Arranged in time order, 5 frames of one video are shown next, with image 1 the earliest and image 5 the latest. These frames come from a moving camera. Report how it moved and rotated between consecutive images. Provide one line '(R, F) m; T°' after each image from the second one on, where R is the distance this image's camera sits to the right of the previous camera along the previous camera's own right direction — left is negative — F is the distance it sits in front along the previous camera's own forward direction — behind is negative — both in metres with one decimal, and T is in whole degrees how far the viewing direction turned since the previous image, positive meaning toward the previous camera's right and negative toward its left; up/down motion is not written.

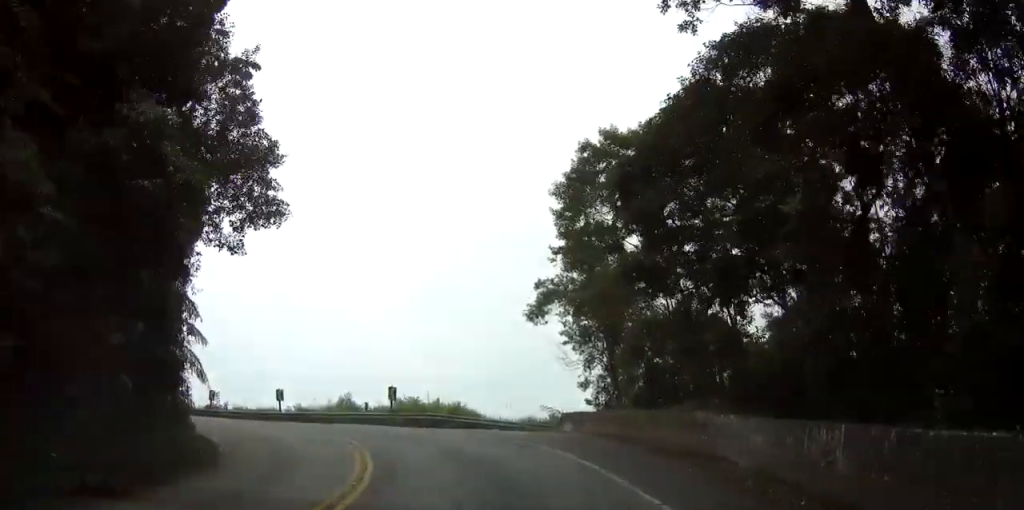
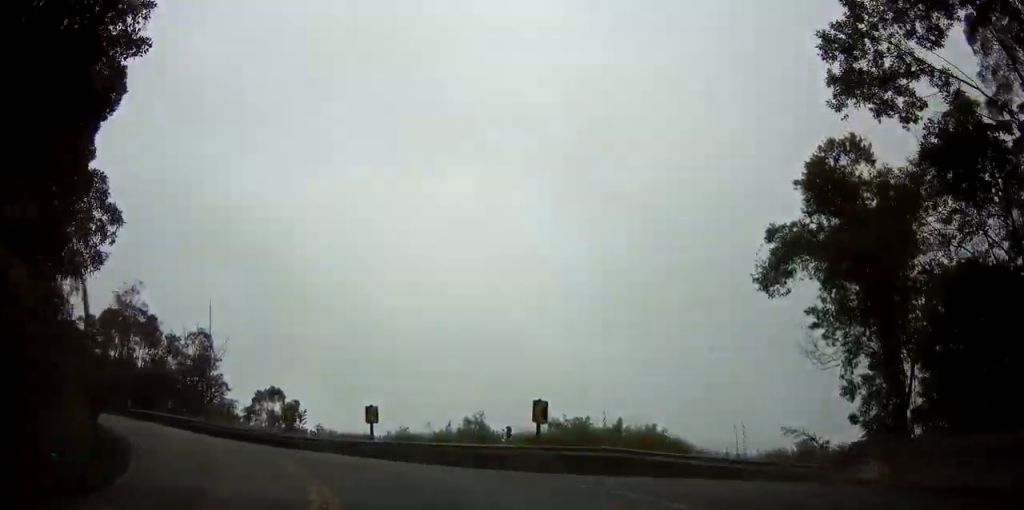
(-1.1, +13.0) m; -13°
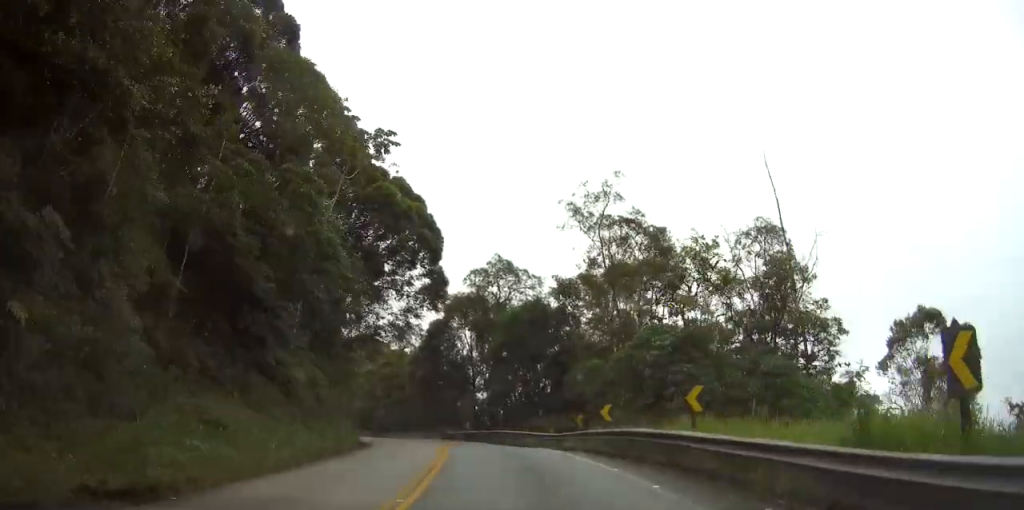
(-12.8, +27.6) m; -40°
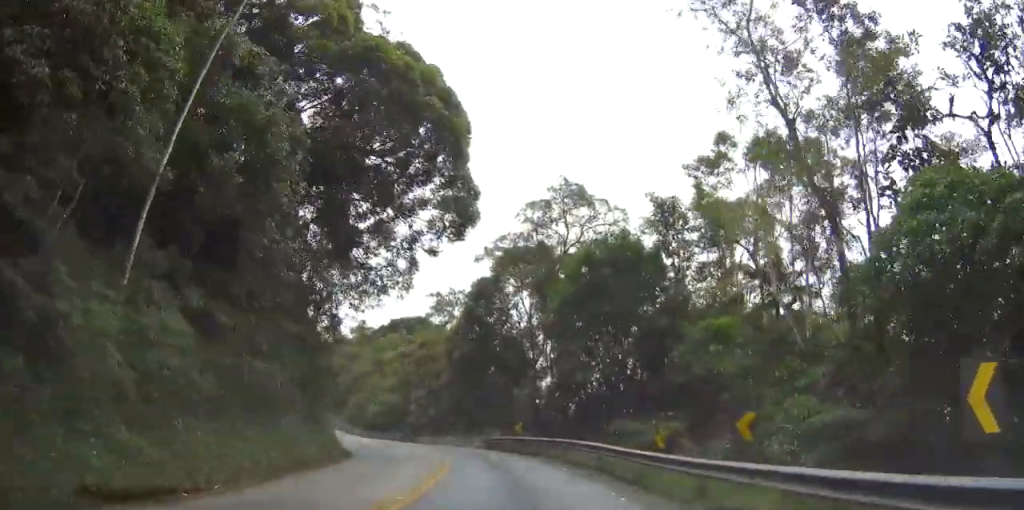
(-1.0, +16.7) m; -8°
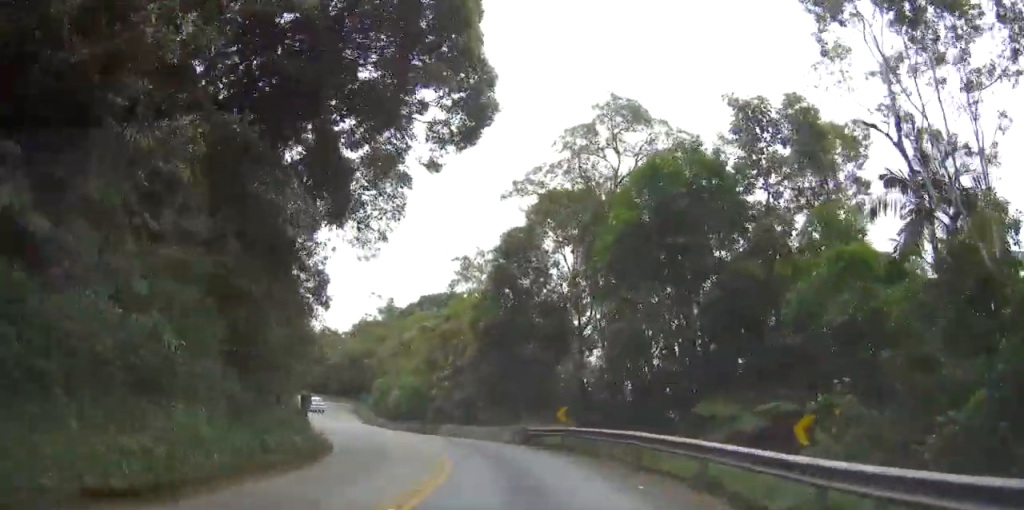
(-0.3, +8.3) m; -5°
